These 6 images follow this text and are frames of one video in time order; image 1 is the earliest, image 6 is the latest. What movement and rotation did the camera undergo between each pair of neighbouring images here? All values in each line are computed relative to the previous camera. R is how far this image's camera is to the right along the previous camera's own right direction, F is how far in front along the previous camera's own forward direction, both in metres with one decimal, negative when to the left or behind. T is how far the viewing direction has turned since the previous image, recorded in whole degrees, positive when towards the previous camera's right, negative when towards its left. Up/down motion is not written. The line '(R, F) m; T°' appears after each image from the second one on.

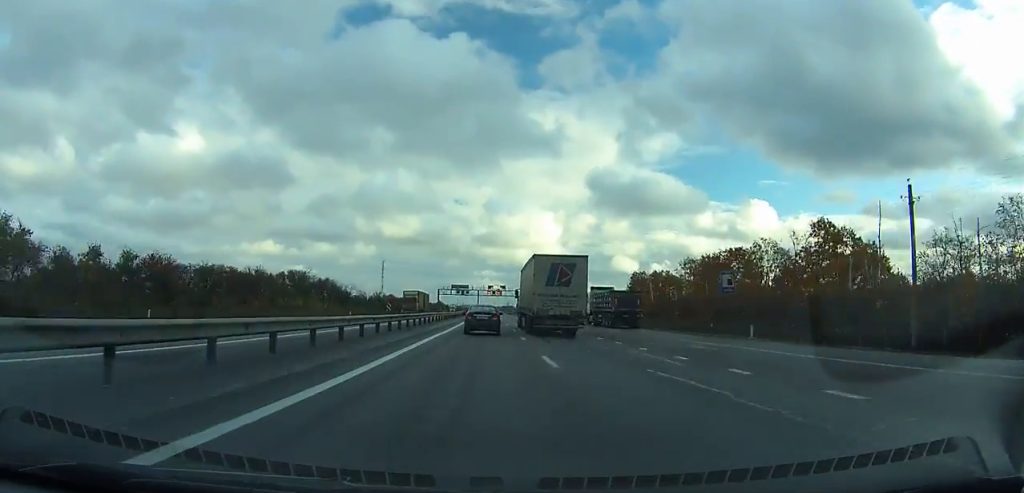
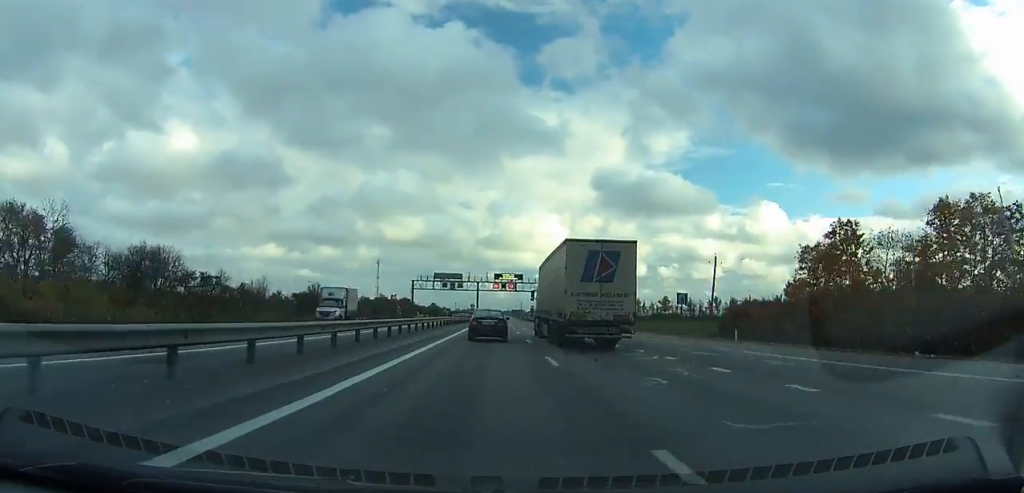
(-0.5, +97.9) m; -1°
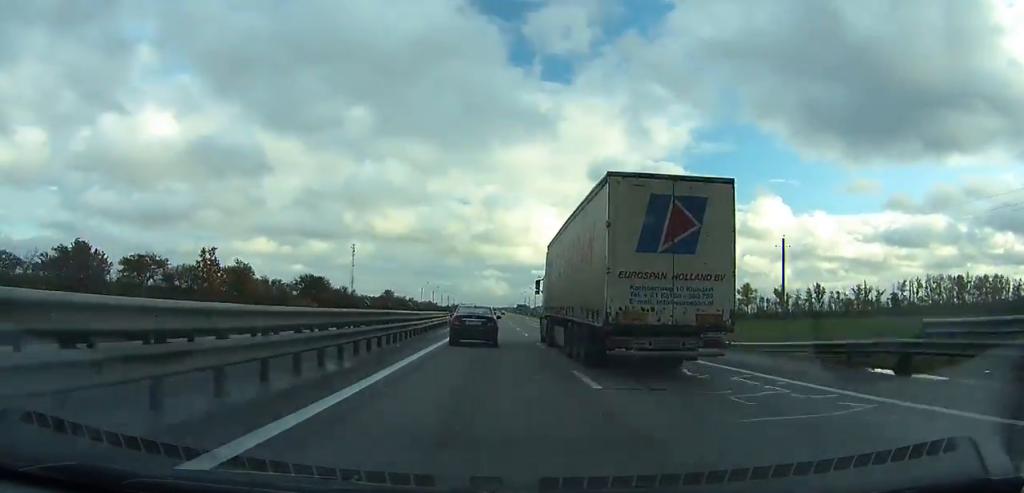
(-0.3, +149.5) m; 0°
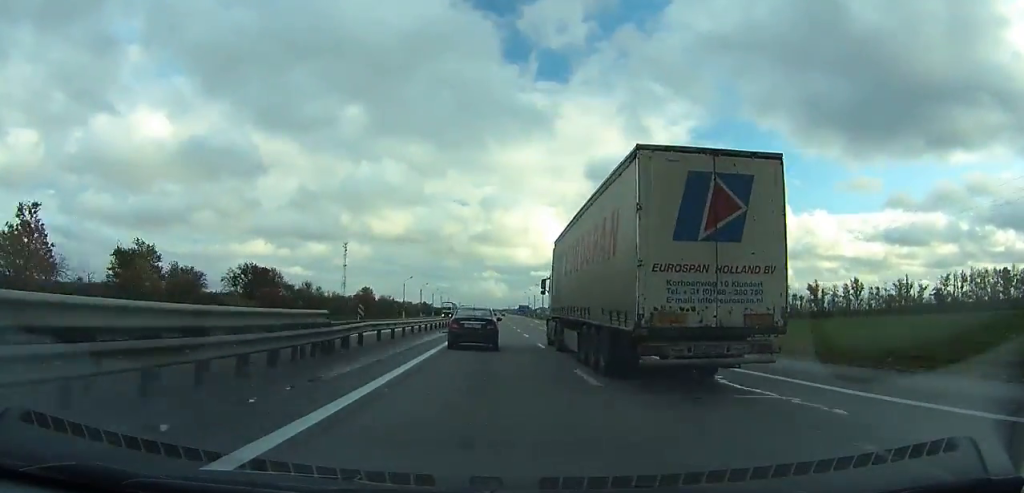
(0.0, +35.2) m; 0°
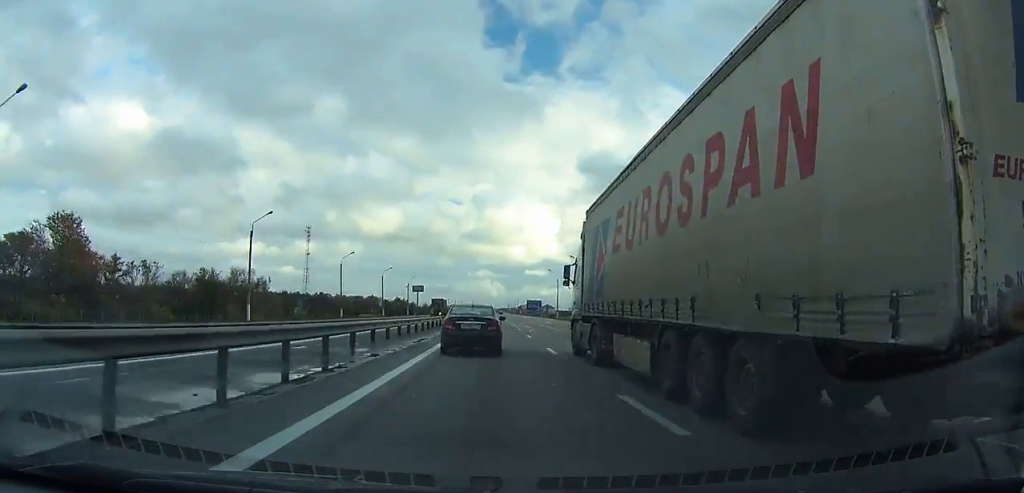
(-0.1, +123.5) m; 0°
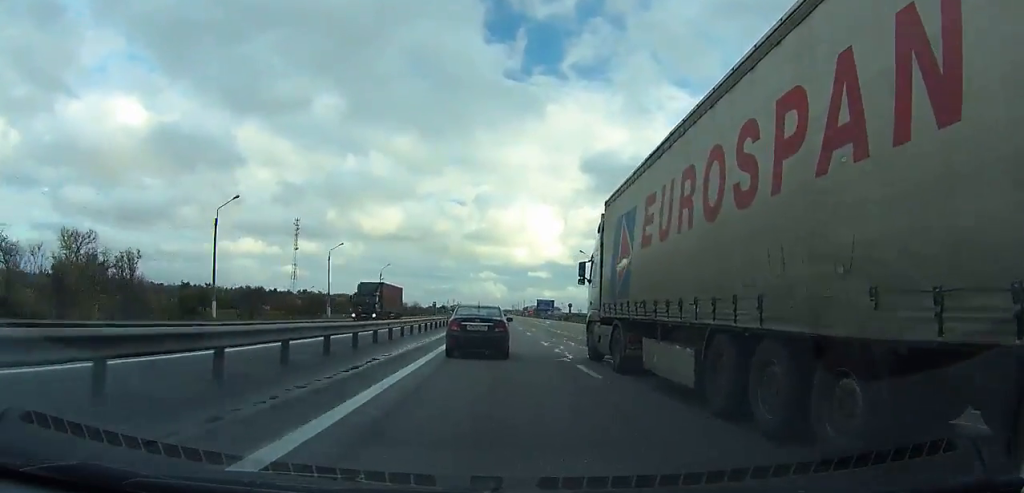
(-0.1, +42.6) m; 0°
